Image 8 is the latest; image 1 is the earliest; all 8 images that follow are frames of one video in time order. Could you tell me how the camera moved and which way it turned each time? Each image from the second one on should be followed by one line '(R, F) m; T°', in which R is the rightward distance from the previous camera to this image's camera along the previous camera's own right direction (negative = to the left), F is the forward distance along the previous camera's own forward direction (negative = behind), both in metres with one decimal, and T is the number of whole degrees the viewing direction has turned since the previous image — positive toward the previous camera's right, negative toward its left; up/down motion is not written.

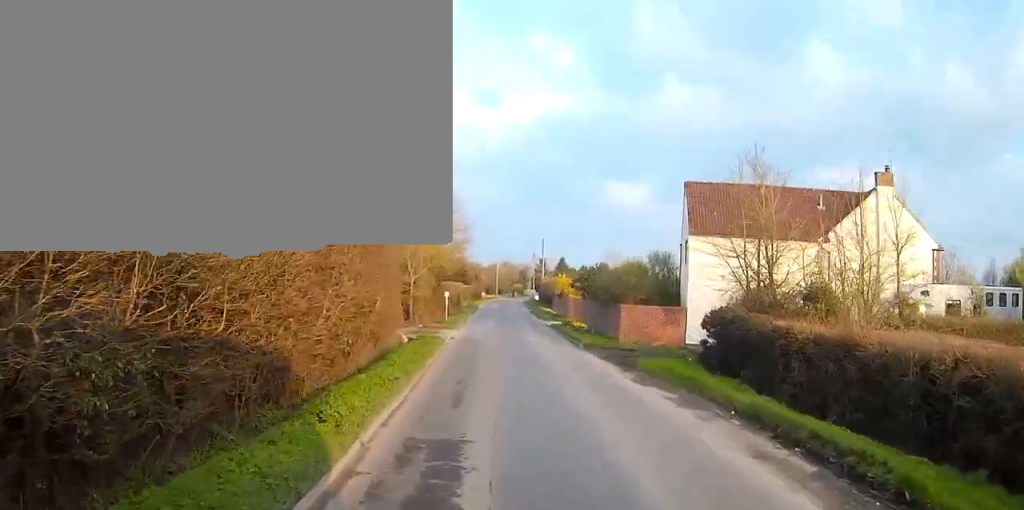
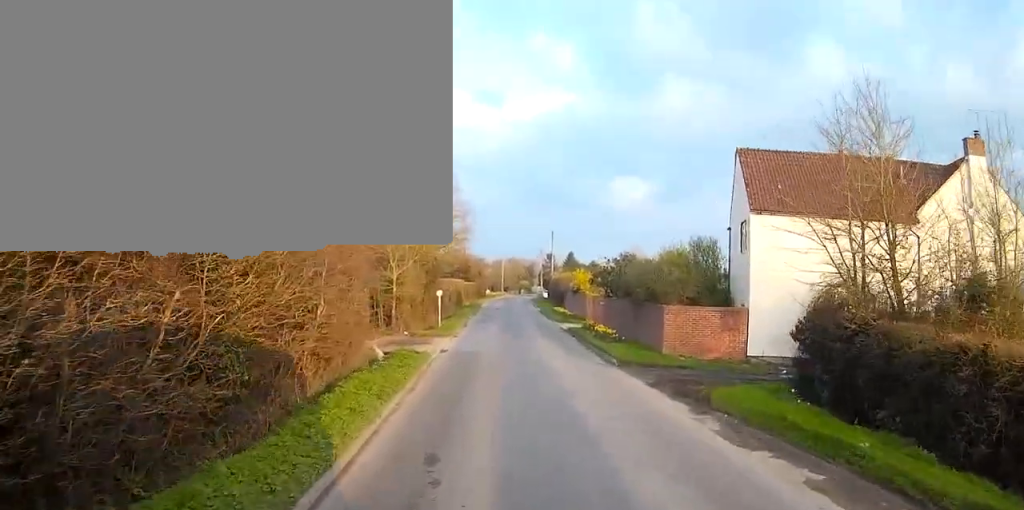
(+0.1, +8.1) m; +1°
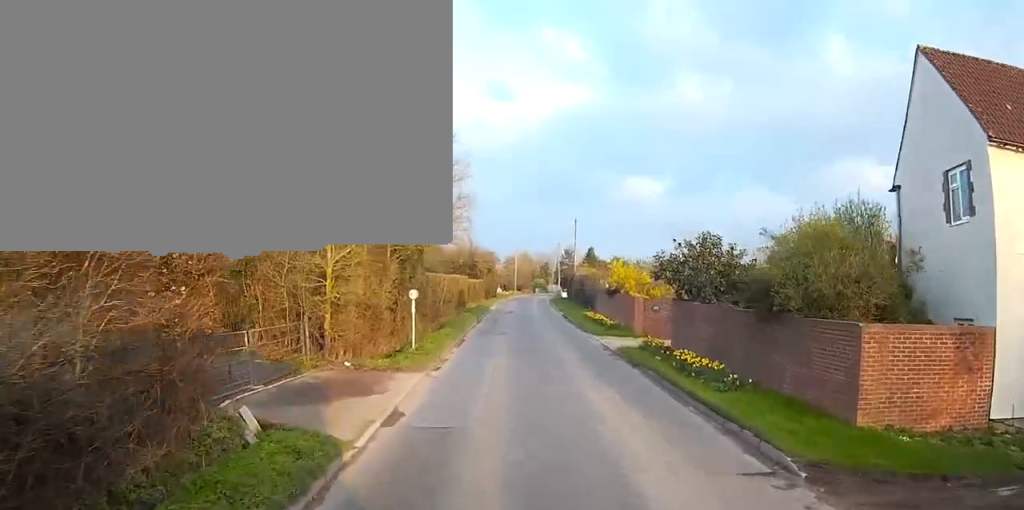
(+0.1, +14.3) m; +1°
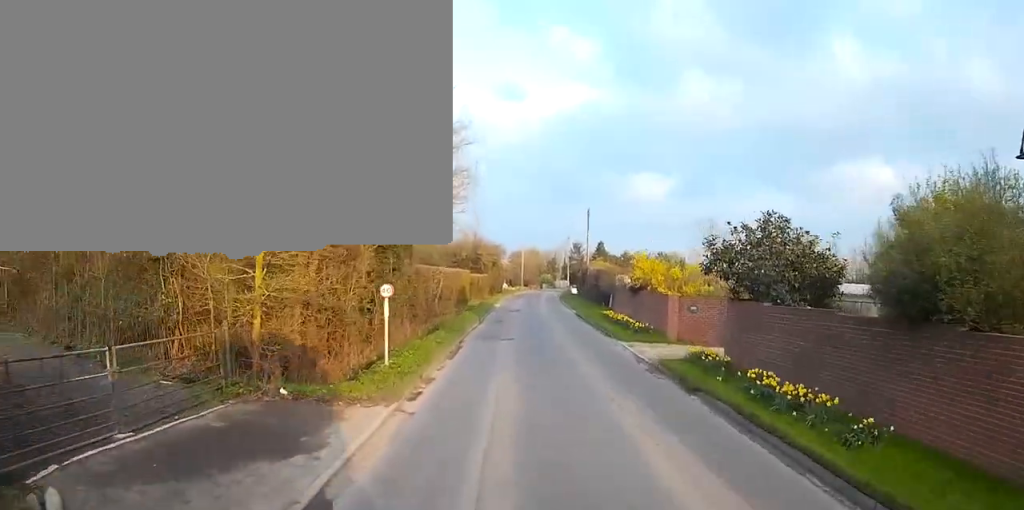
(0.0, +6.1) m; -1°
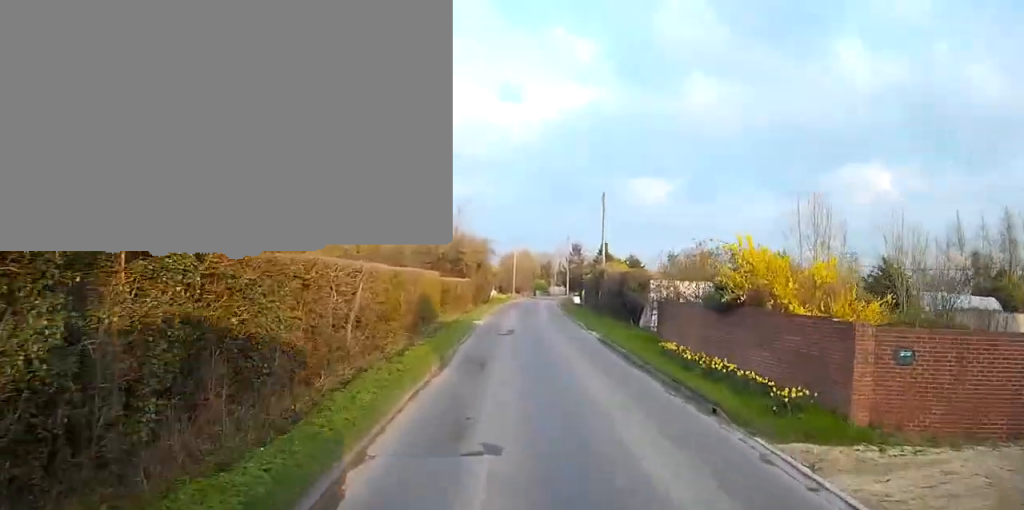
(-0.3, +17.1) m; -1°
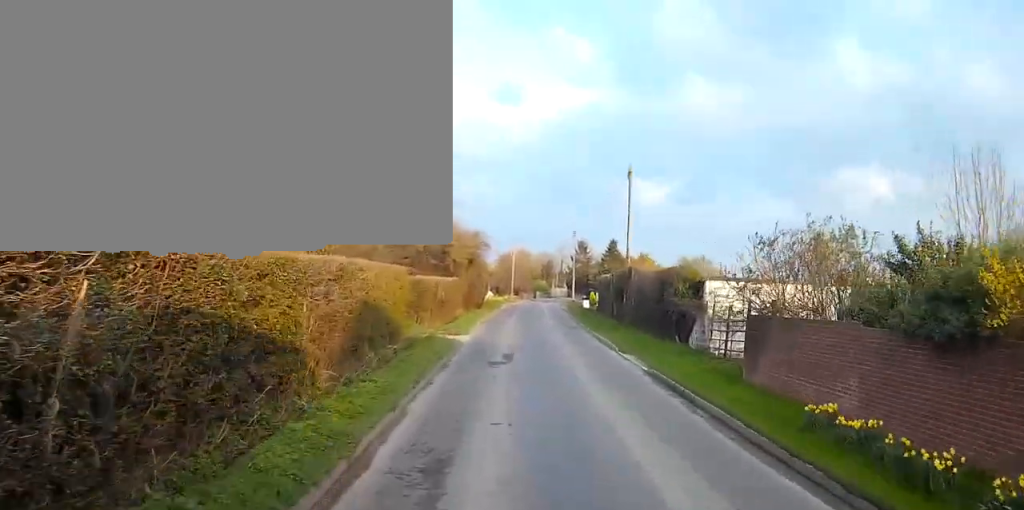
(0.0, +10.9) m; 0°
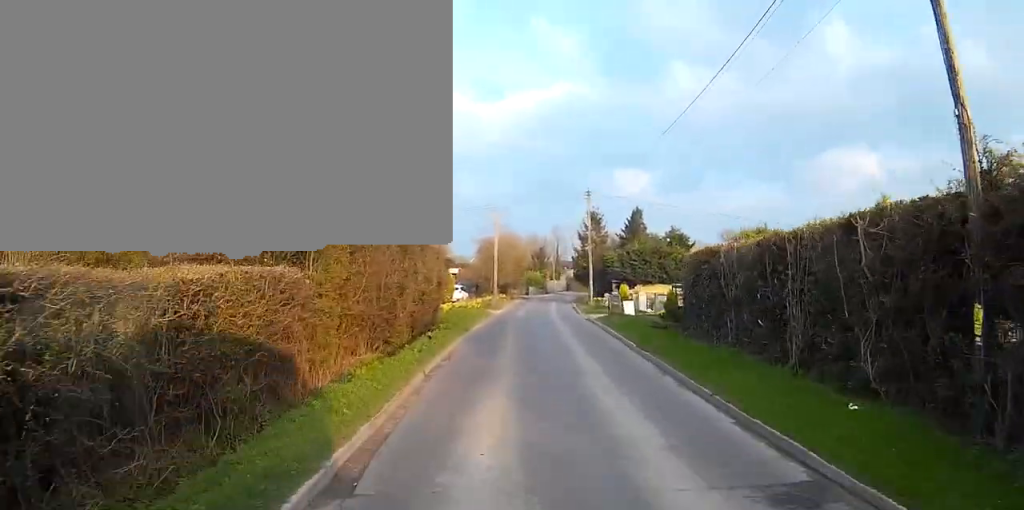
(0.0, +30.1) m; -1°
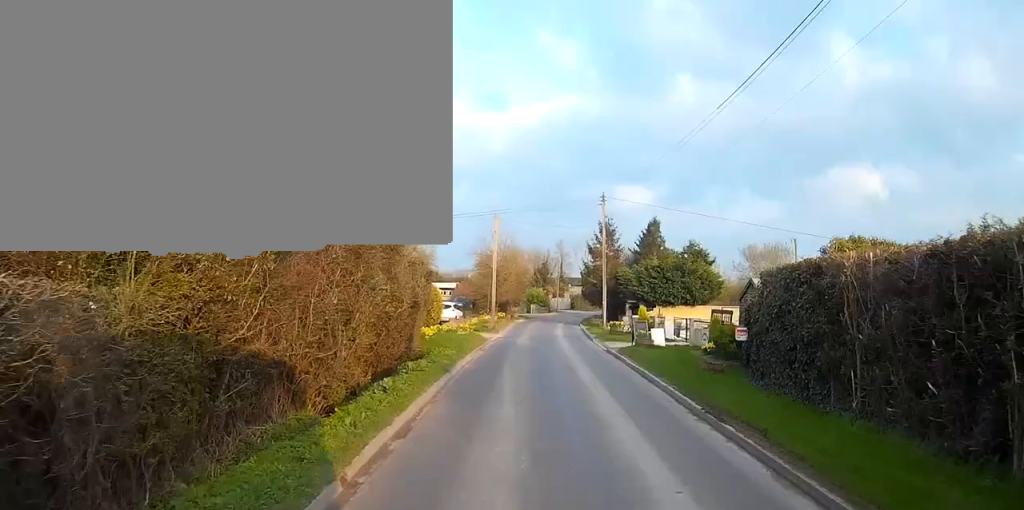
(0.0, +7.5) m; -1°
